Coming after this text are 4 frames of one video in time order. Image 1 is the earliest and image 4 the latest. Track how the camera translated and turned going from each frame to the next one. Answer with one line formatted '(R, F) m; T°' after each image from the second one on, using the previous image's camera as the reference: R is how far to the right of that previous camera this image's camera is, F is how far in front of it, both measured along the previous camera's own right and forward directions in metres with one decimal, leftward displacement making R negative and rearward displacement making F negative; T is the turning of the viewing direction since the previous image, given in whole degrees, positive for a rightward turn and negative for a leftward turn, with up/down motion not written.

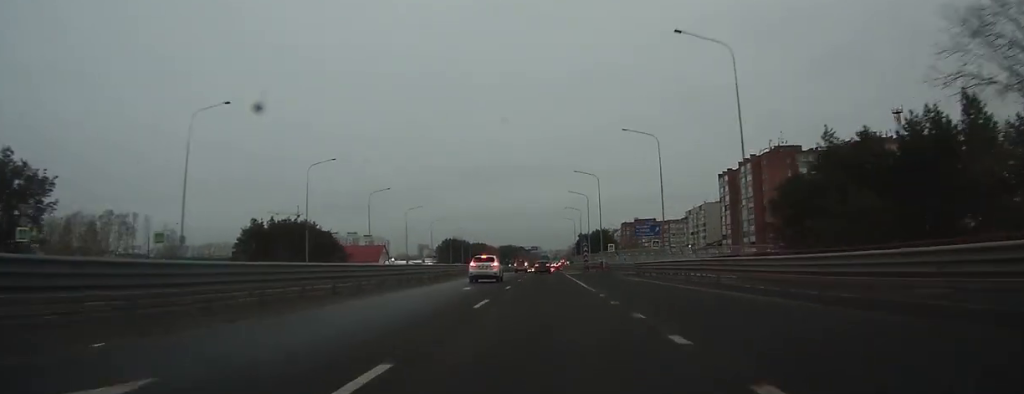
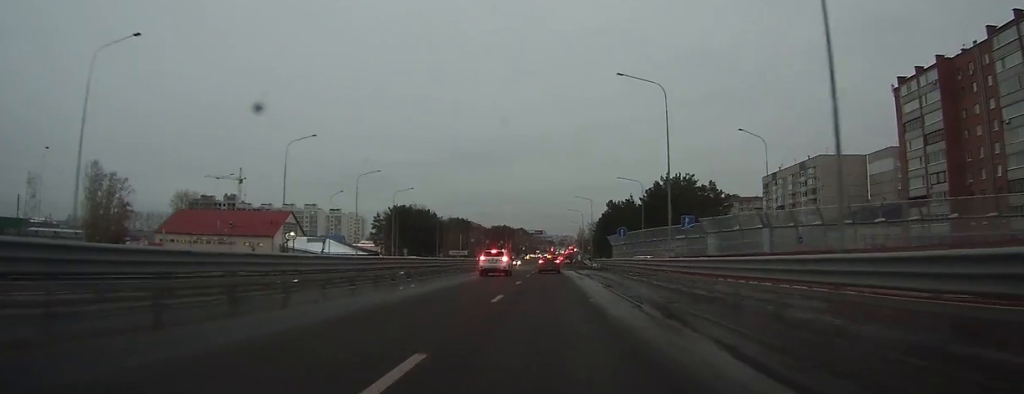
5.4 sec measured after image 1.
(+0.3, +108.3) m; 0°
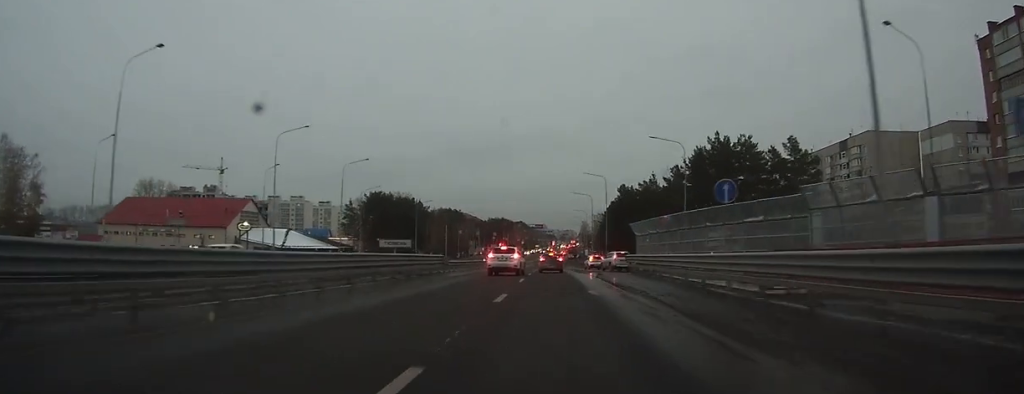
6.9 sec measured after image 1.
(-0.1, +25.7) m; 0°
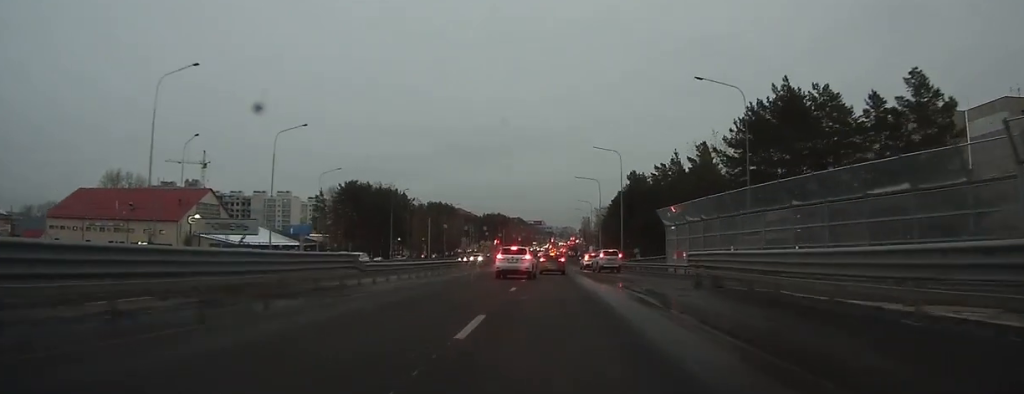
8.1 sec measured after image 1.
(0.0, +19.5) m; 0°
